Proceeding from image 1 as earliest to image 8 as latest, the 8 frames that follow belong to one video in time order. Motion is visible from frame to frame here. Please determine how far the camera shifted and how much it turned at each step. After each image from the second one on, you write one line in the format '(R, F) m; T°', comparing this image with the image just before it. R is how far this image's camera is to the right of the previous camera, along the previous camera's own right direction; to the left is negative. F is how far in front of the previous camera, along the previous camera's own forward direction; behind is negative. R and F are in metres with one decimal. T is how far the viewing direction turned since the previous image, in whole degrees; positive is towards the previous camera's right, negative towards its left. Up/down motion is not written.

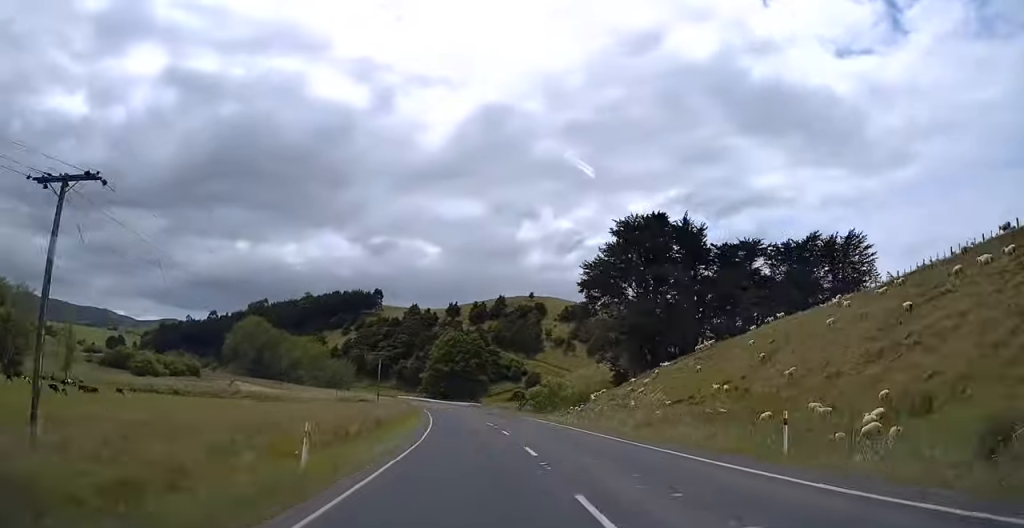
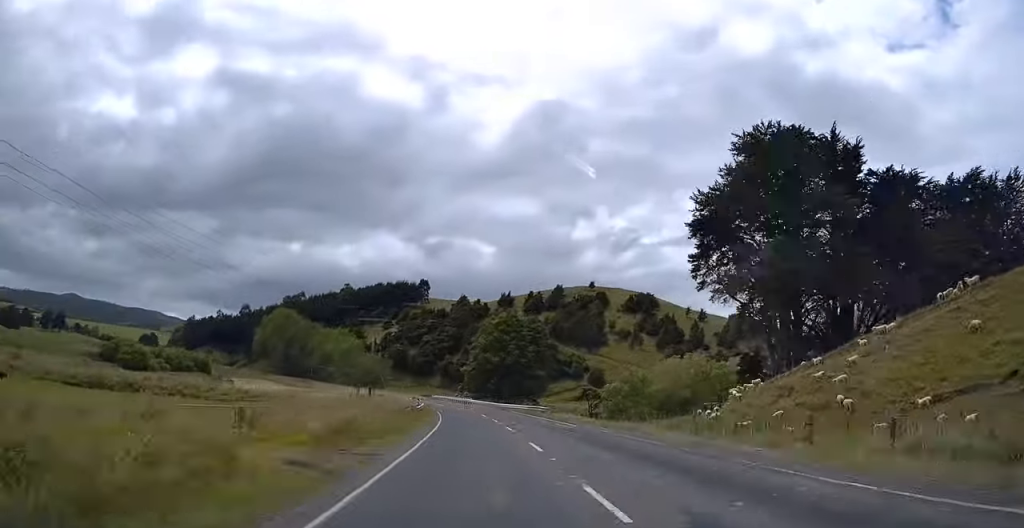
(0.0, +40.6) m; -5°
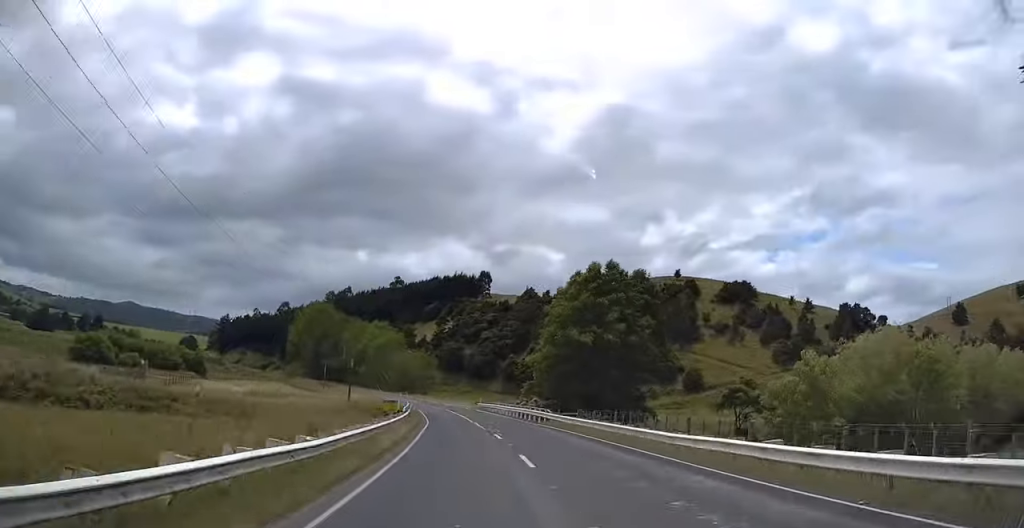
(-4.8, +54.5) m; -7°
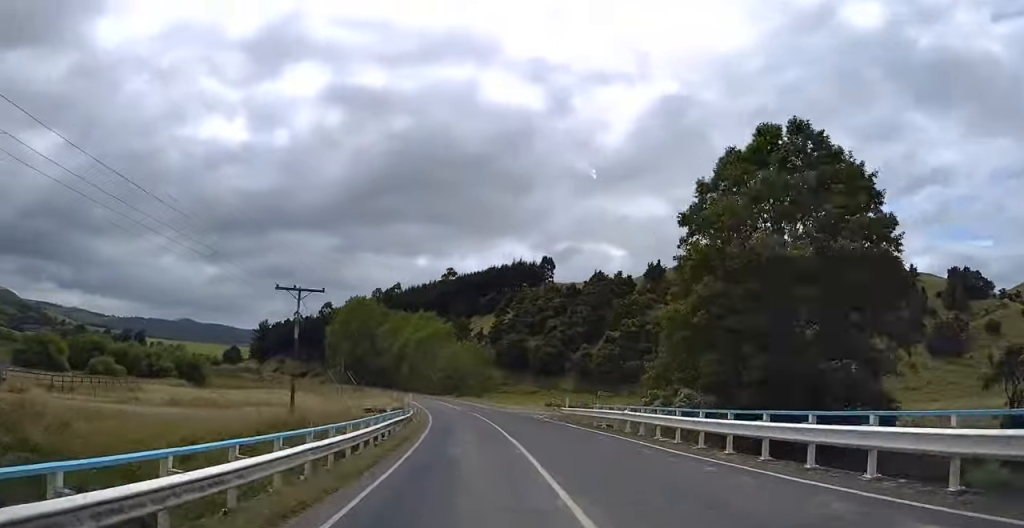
(-0.4, +40.4) m; -5°
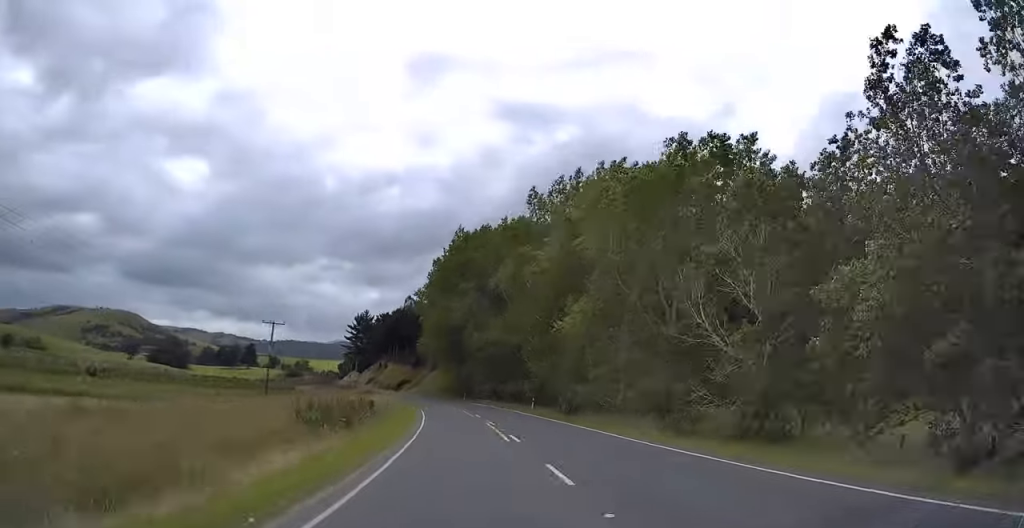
(-17.5, +127.6) m; -15°
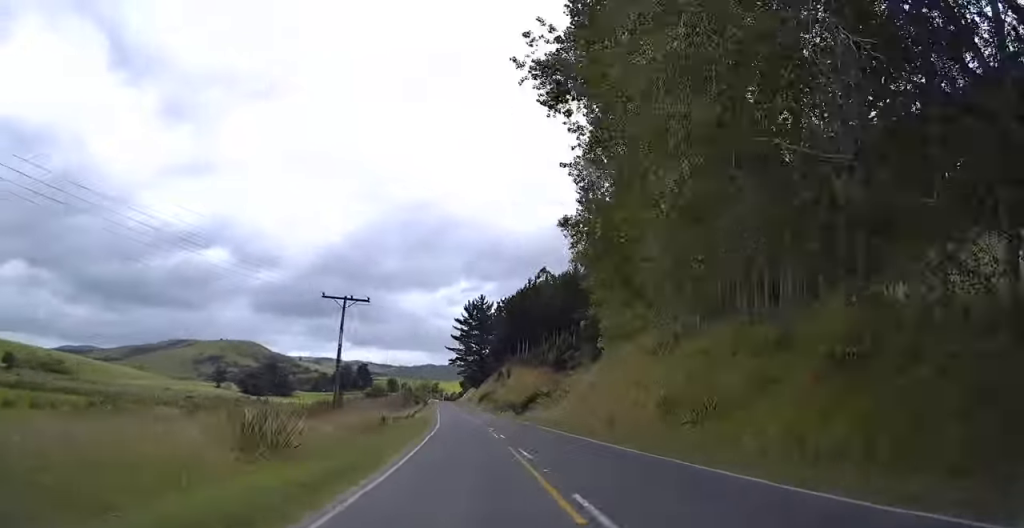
(-9.6, +90.8) m; -10°
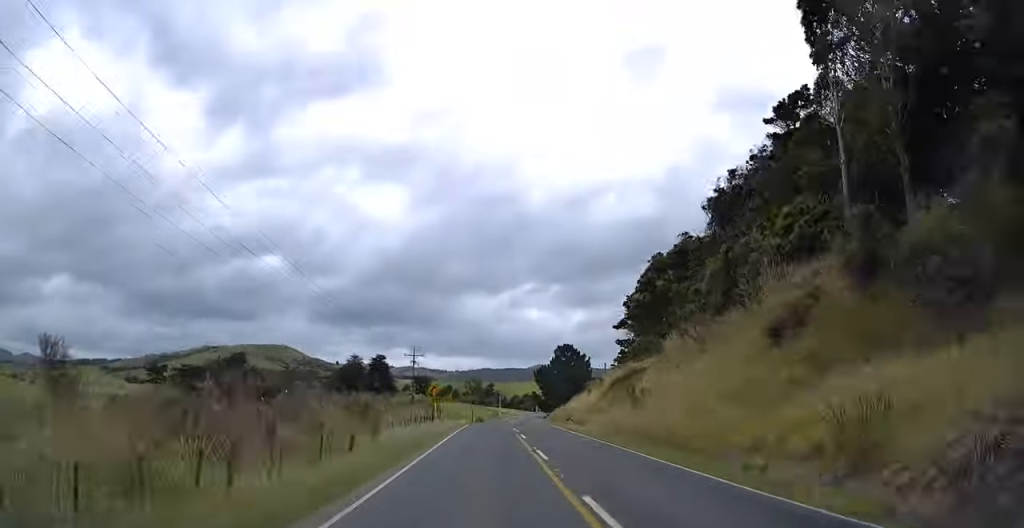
(-16.0, +188.4) m; -5°
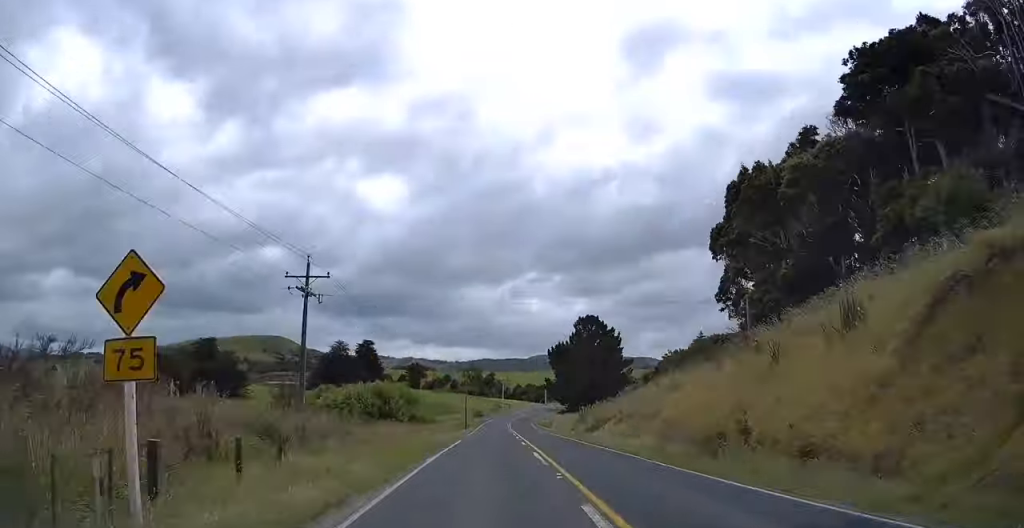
(0.0, +40.9) m; +1°
